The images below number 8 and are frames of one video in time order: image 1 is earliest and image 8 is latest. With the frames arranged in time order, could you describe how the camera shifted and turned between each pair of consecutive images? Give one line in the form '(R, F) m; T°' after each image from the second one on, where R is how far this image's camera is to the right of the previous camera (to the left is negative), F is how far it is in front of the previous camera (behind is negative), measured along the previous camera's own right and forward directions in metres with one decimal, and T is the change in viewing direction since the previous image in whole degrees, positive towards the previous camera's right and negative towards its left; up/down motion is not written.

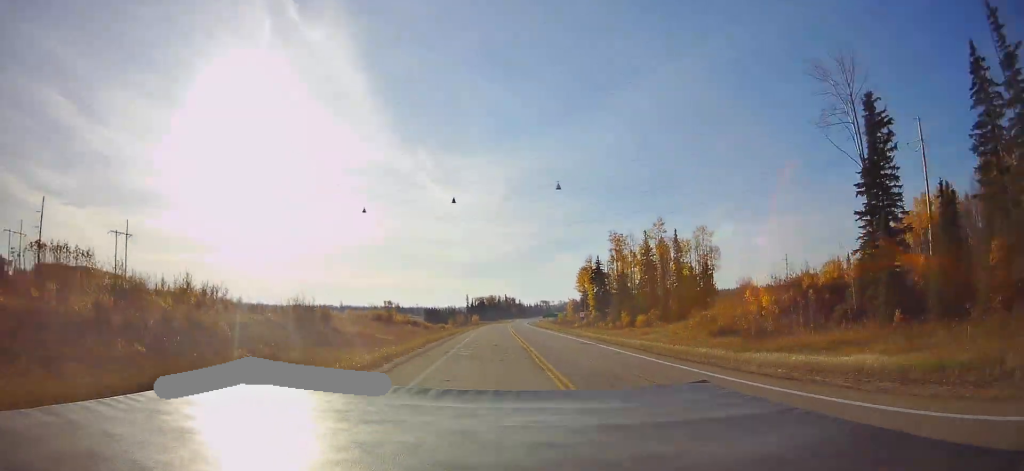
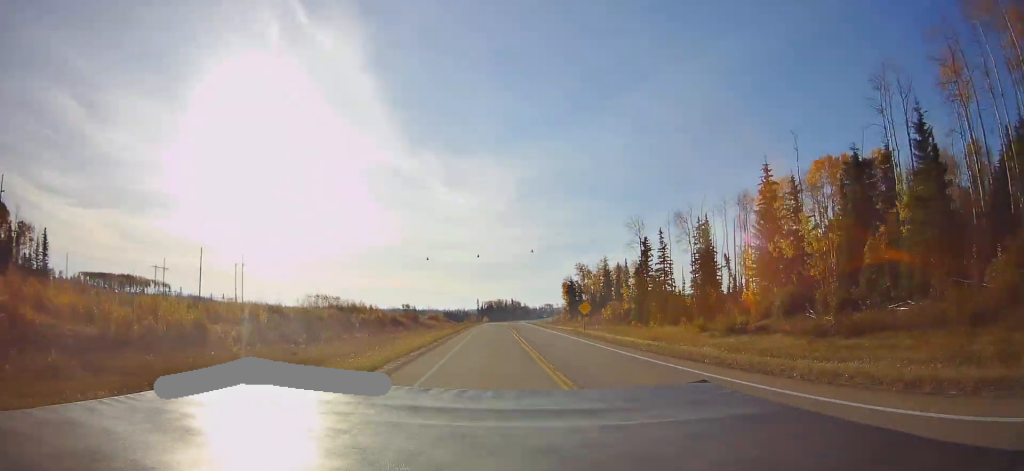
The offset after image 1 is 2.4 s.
(-0.3, +67.6) m; -1°
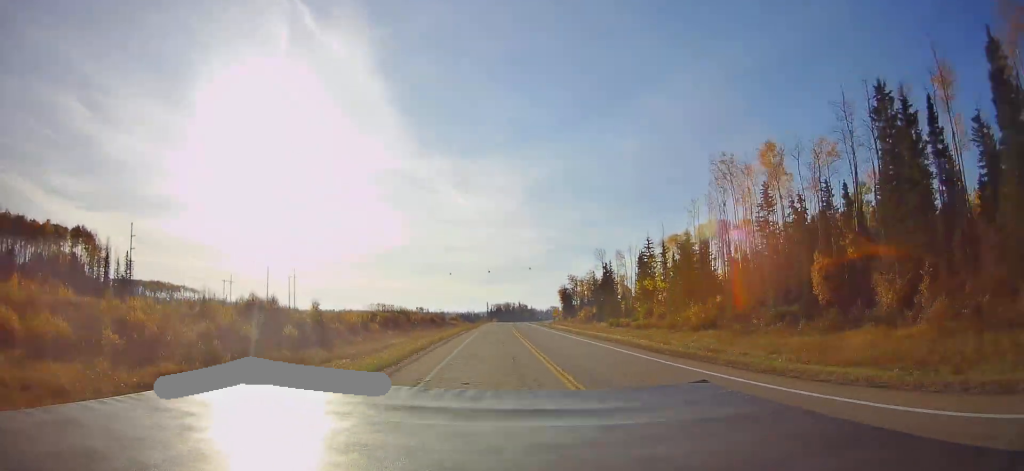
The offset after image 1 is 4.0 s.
(+0.2, +45.2) m; -1°
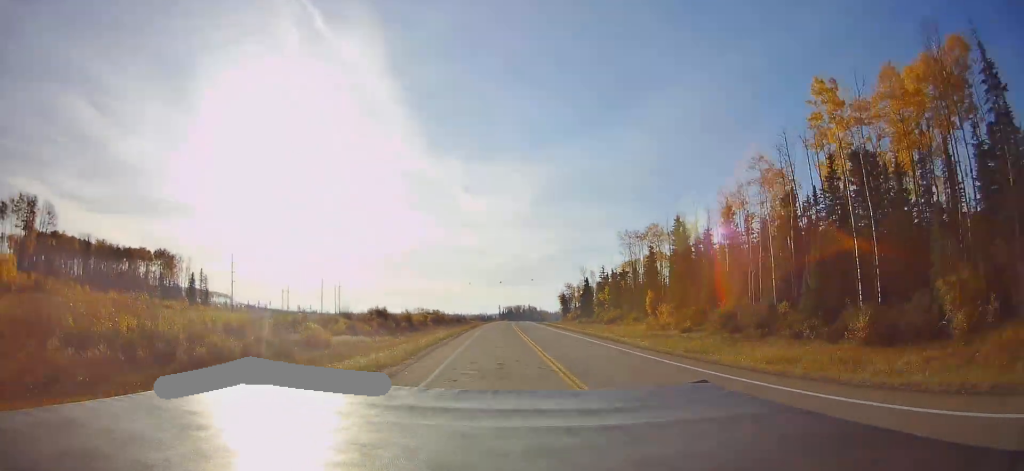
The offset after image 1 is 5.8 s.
(-0.9, +51.3) m; -1°
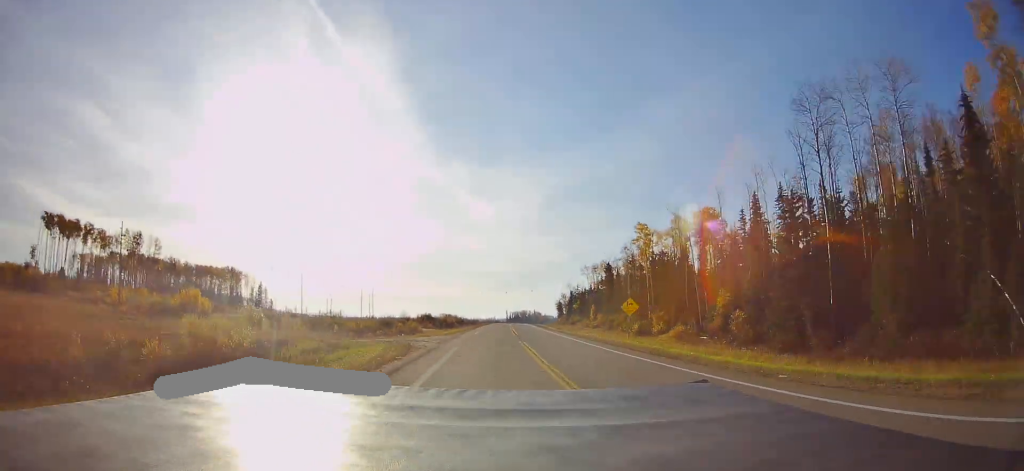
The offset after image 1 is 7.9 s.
(-0.6, +59.9) m; -1°
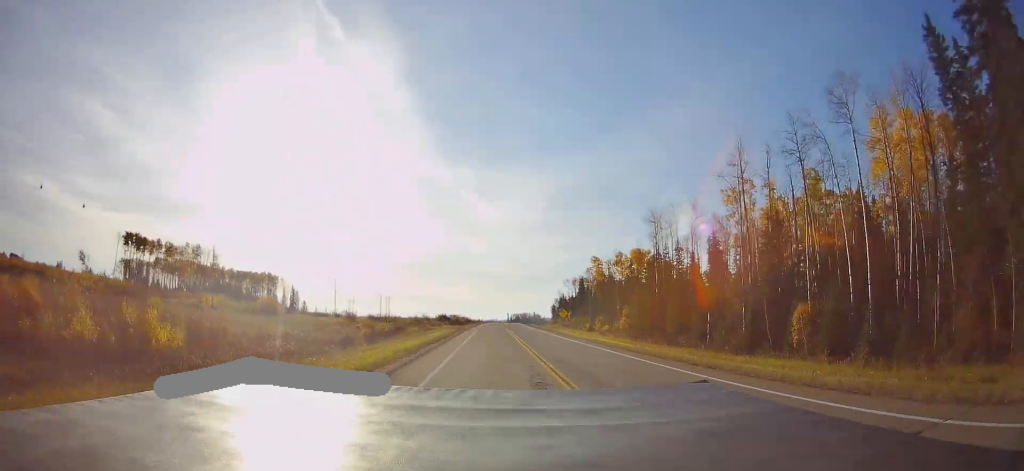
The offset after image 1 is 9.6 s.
(-0.4, +48.6) m; 0°
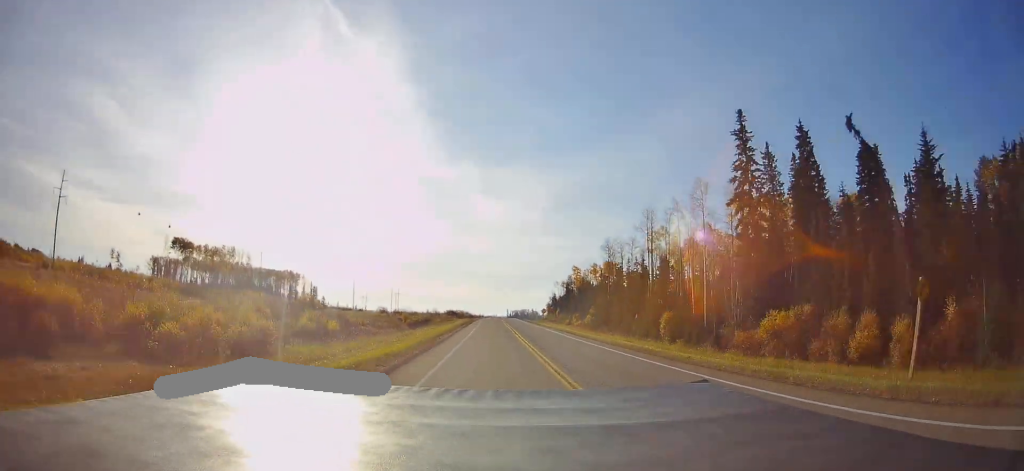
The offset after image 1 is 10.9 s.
(0.0, +37.1) m; 0°
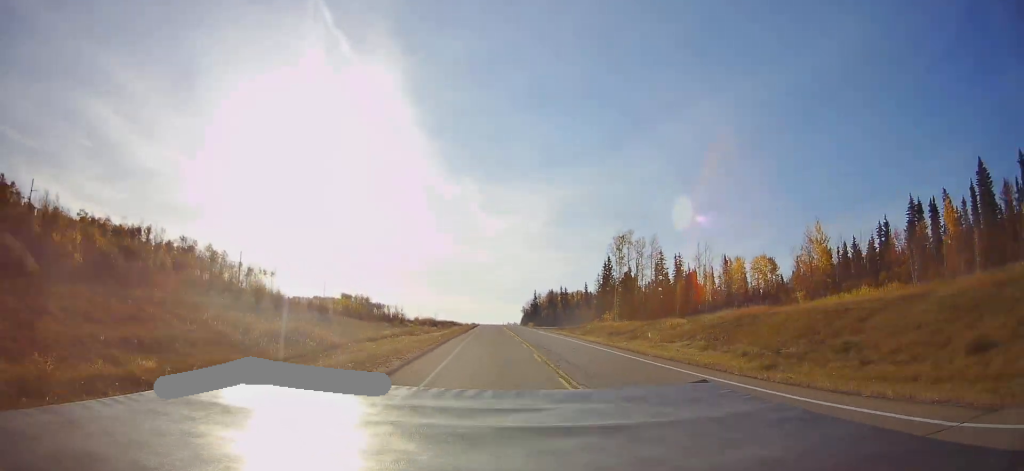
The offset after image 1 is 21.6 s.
(+0.6, +304.8) m; 0°
